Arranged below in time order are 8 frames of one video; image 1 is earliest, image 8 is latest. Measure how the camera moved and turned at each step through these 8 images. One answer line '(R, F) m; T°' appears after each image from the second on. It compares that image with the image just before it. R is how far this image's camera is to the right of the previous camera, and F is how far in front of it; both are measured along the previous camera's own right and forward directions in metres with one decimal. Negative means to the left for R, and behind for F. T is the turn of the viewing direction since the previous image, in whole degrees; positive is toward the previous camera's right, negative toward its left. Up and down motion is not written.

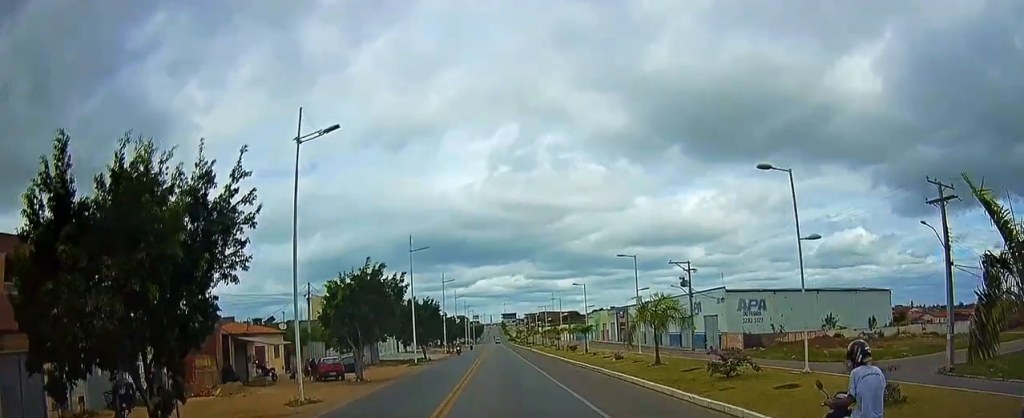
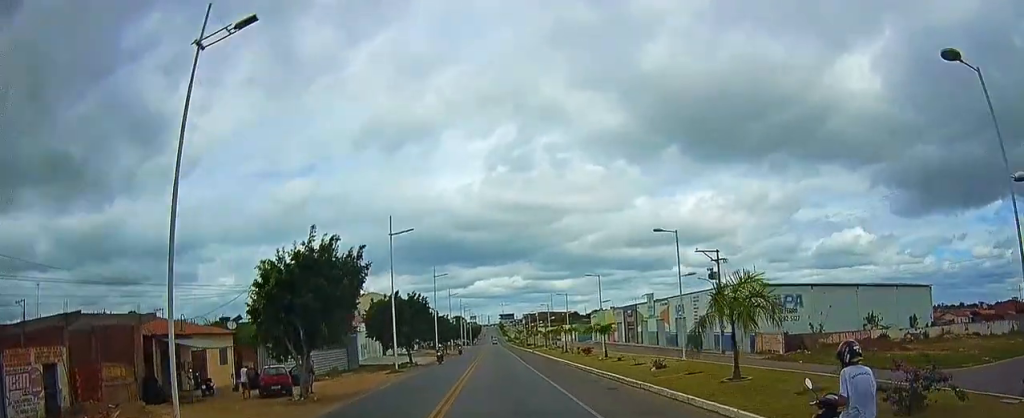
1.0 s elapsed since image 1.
(0.0, +7.6) m; -1°
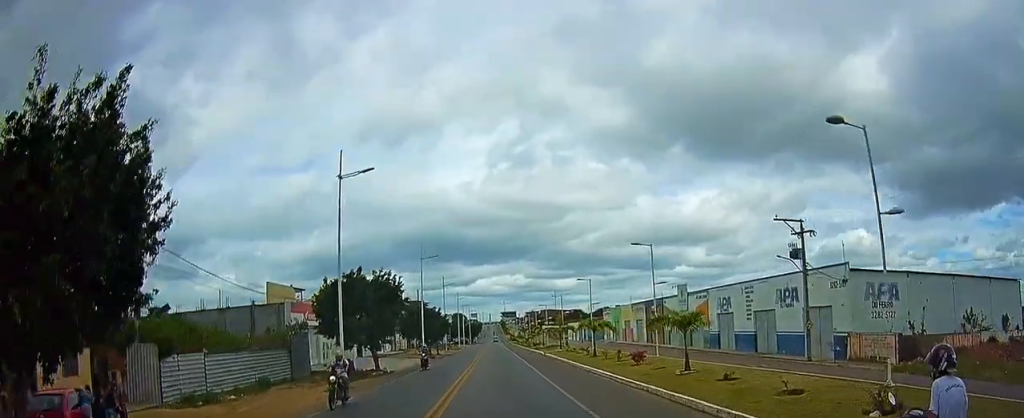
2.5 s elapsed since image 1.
(+0.3, +13.5) m; +1°
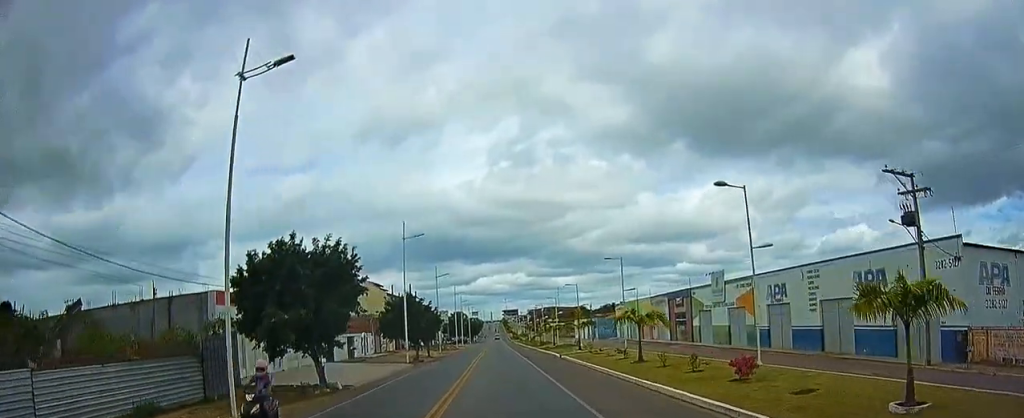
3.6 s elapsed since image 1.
(-0.3, +10.8) m; -3°
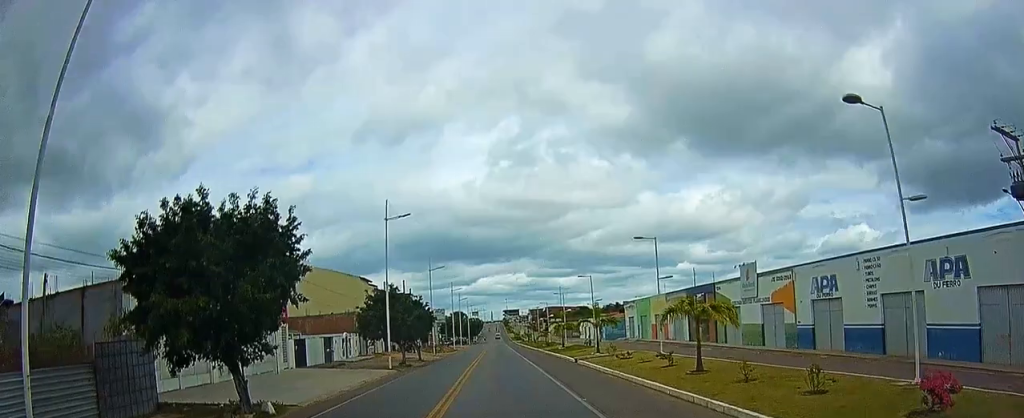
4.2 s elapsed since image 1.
(-0.2, +7.4) m; -1°
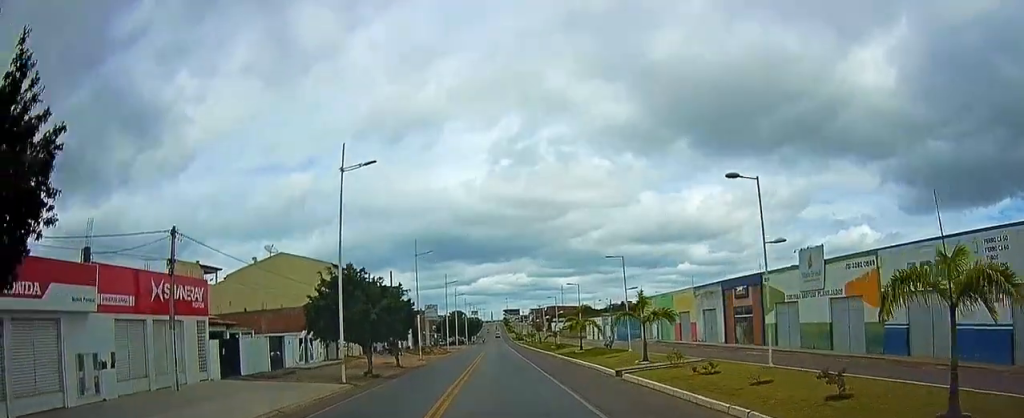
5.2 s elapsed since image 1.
(+0.2, +11.6) m; +2°
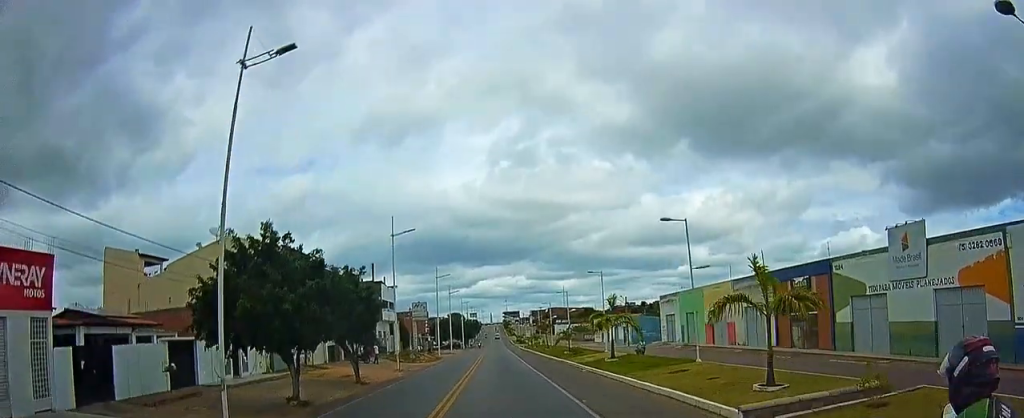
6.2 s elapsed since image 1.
(+0.1, +12.4) m; +1°
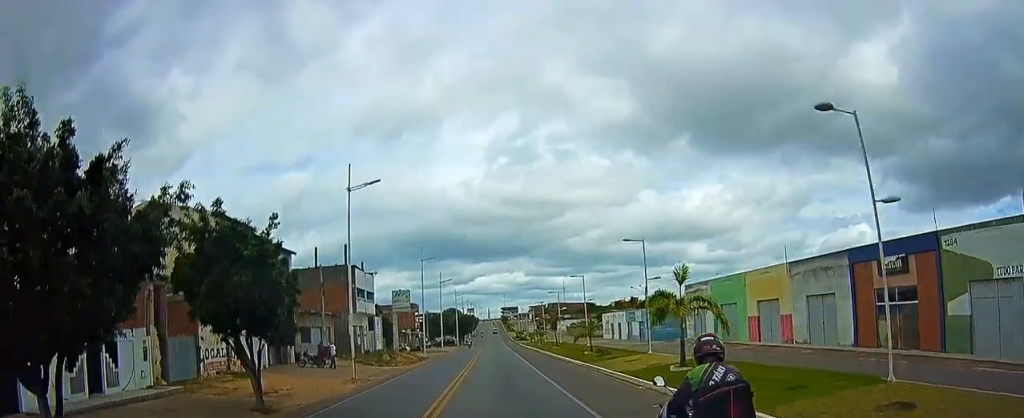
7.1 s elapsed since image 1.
(0.0, +12.7) m; 0°
